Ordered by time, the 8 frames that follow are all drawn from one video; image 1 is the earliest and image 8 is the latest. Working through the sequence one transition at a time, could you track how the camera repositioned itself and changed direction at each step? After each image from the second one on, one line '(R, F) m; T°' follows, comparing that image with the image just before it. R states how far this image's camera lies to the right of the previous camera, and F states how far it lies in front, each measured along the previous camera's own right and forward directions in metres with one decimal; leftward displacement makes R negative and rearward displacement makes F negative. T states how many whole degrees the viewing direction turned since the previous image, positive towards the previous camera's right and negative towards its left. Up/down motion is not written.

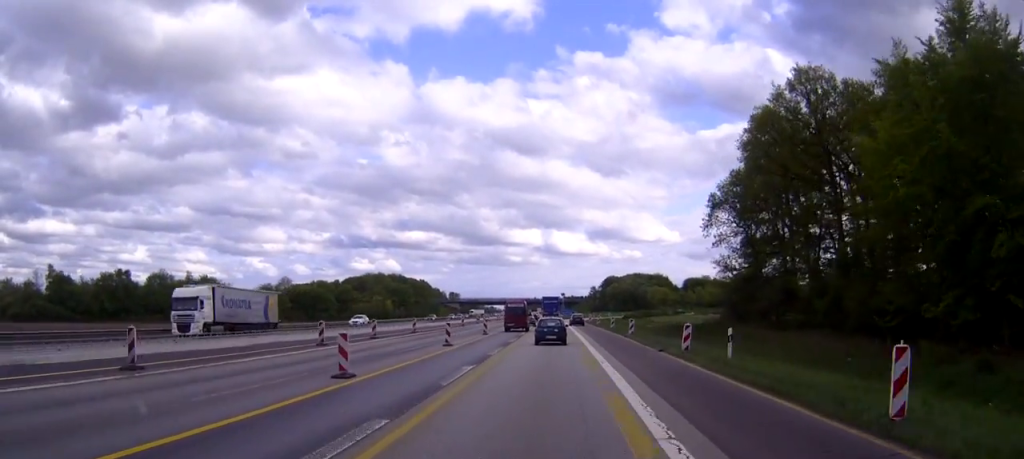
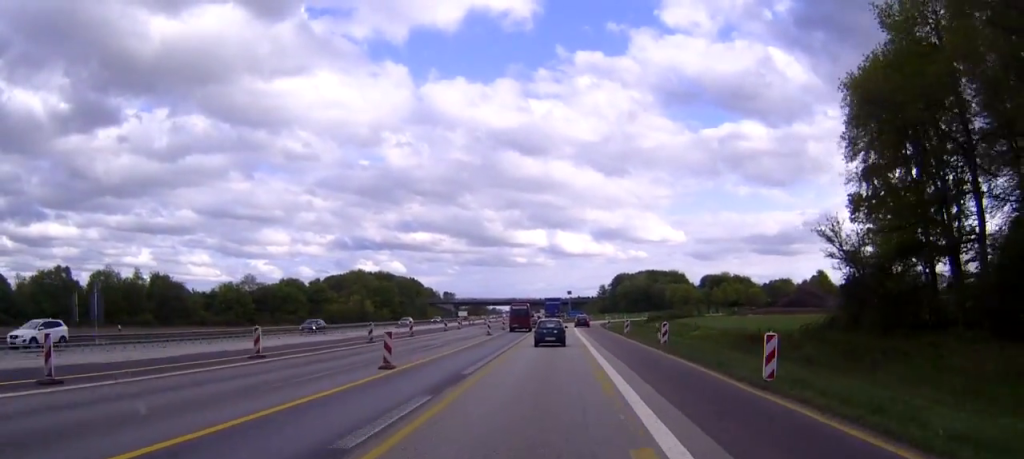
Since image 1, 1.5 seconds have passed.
(0.0, +32.2) m; 0°
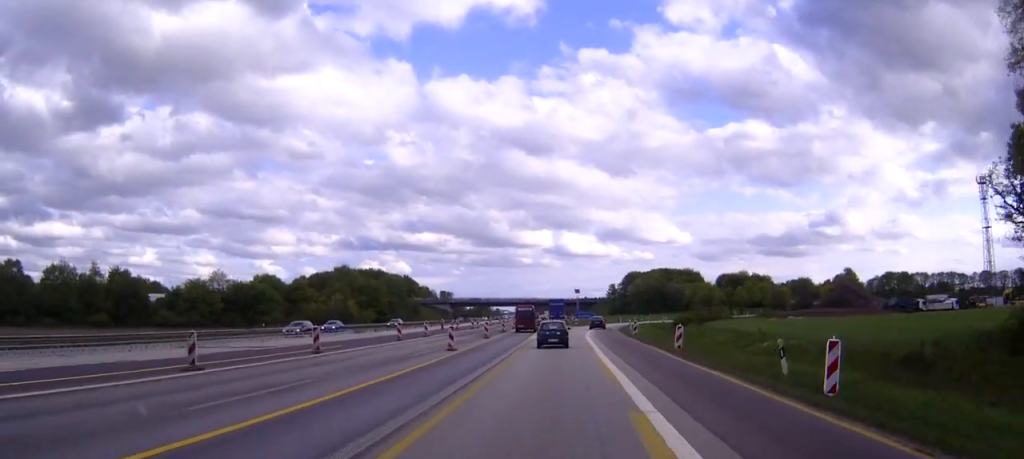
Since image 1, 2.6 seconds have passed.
(-0.1, +22.6) m; -1°
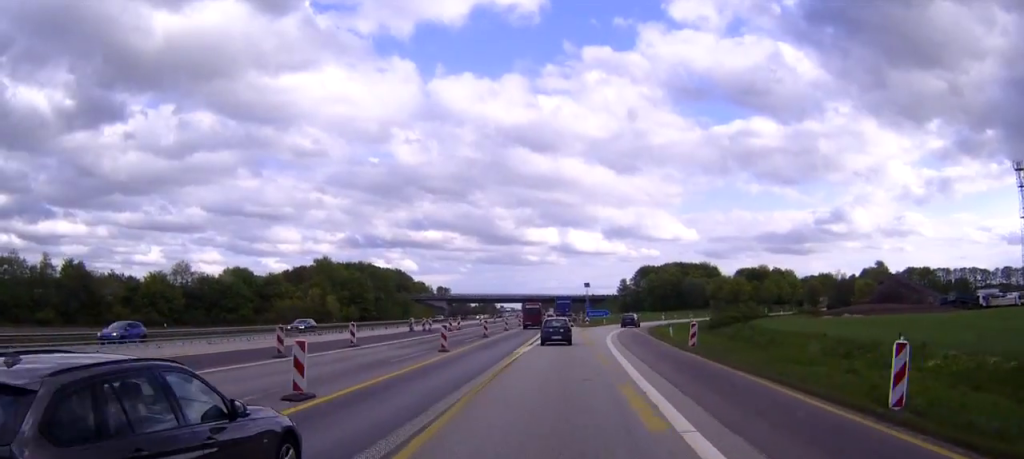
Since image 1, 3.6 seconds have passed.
(-0.2, +22.0) m; -1°
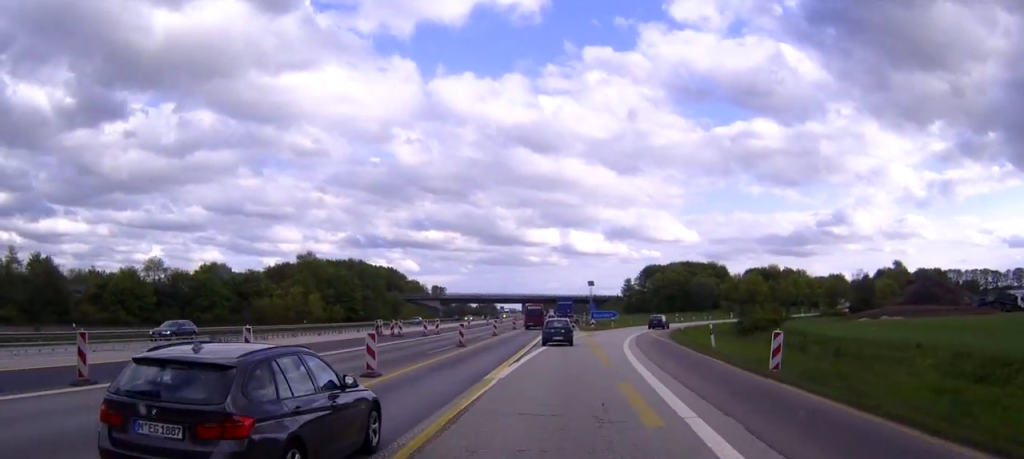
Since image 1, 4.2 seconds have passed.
(-0.1, +12.7) m; 0°
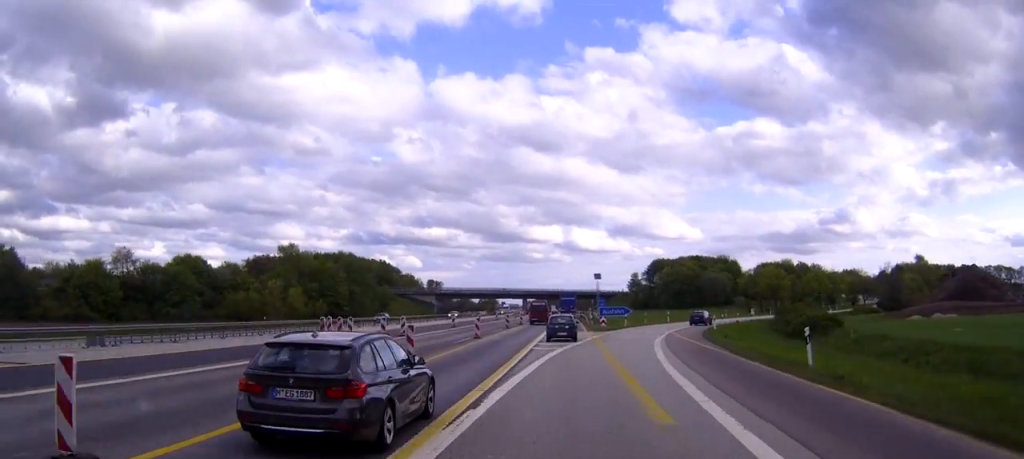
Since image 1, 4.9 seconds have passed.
(0.0, +13.4) m; 0°
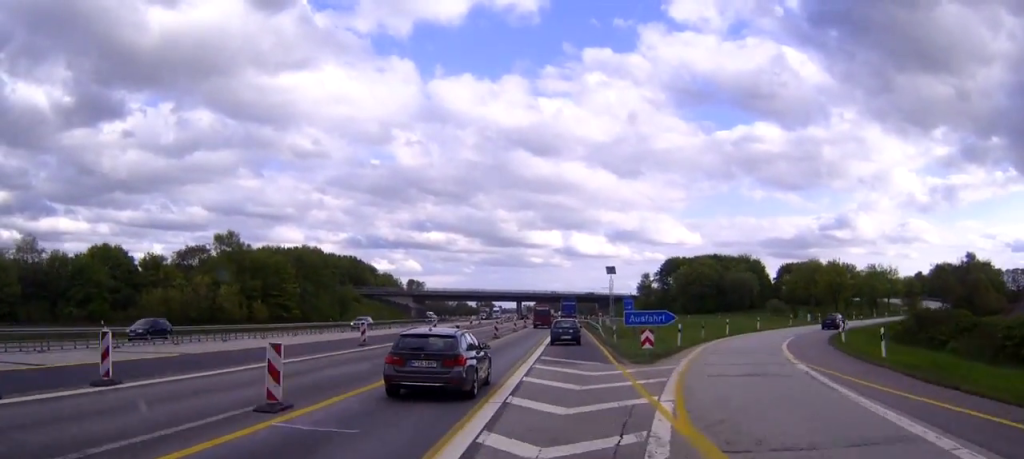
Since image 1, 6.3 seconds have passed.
(0.0, +30.4) m; 0°
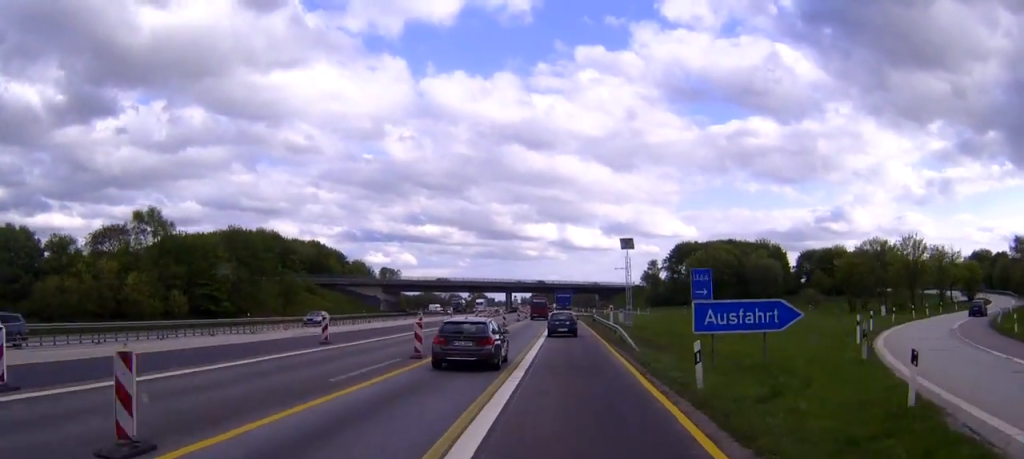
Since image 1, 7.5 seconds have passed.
(+0.1, +25.6) m; 0°
